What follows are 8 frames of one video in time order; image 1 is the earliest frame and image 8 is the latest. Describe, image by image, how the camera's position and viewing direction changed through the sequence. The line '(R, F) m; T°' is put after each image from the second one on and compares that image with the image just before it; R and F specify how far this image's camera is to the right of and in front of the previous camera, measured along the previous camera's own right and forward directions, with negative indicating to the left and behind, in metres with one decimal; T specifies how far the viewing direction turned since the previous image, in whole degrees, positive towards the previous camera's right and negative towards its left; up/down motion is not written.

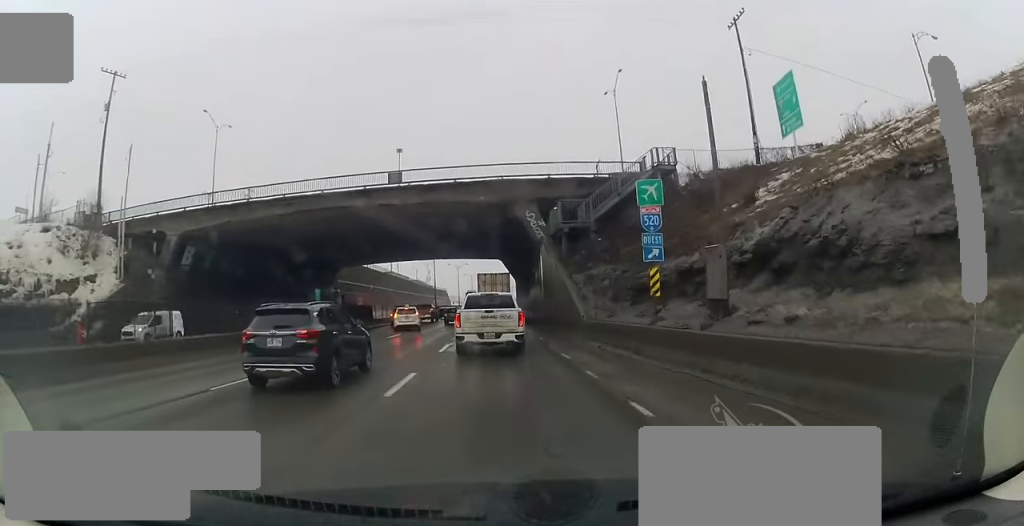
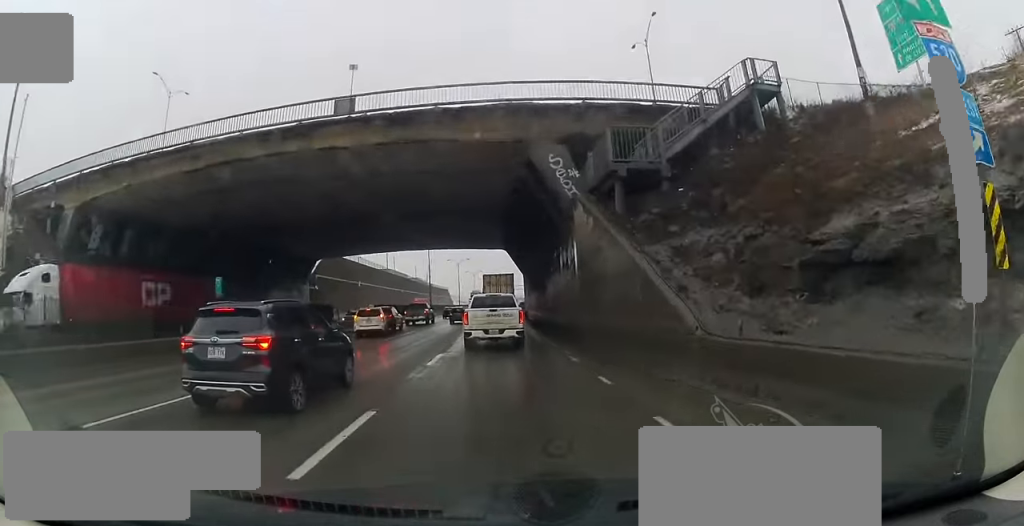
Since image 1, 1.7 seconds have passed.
(+0.2, +12.5) m; -2°
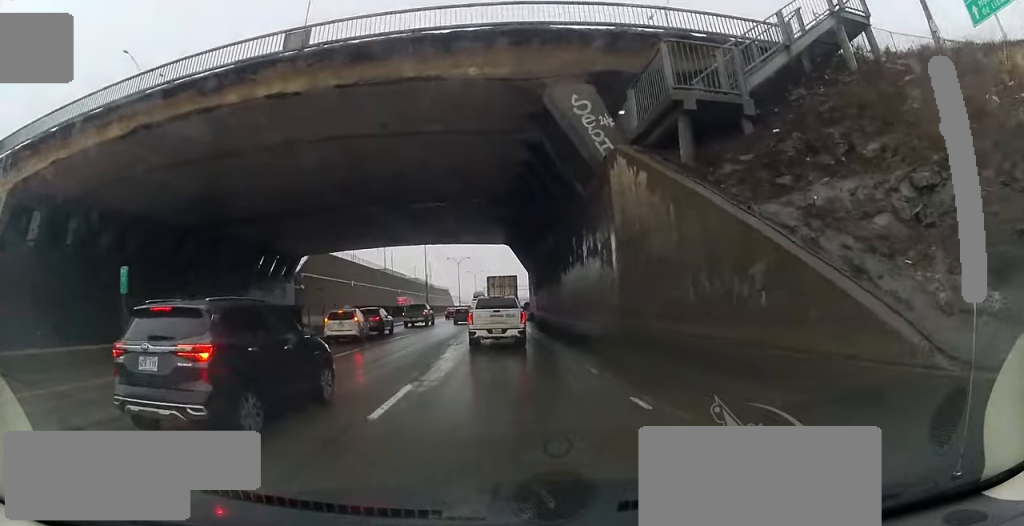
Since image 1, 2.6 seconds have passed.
(-0.2, +6.2) m; -1°
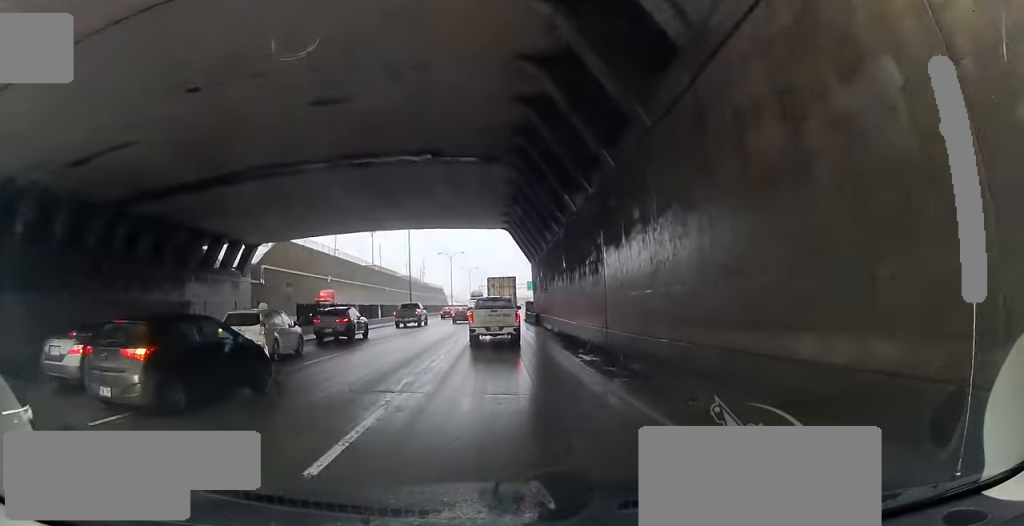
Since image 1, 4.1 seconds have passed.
(+0.2, +11.3) m; +2°
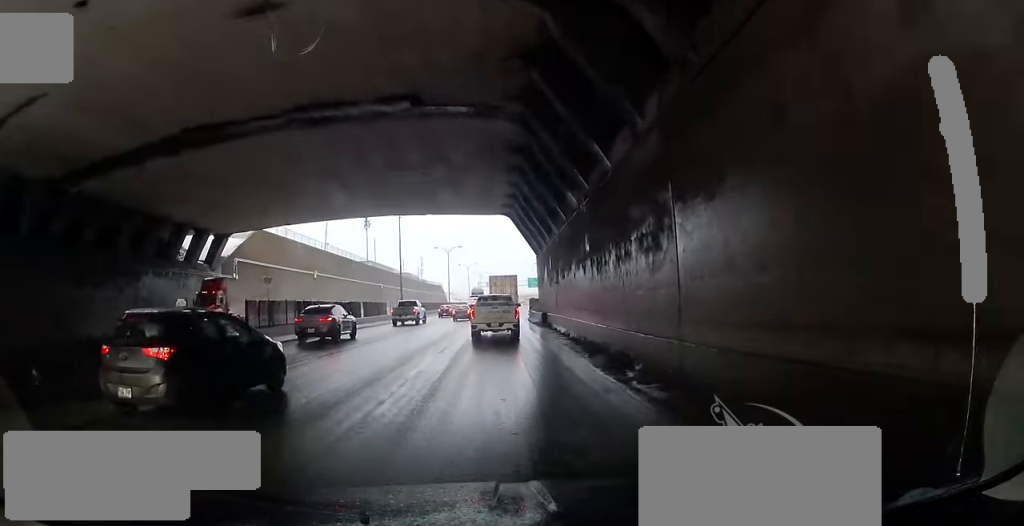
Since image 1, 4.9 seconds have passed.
(0.0, +6.1) m; 0°
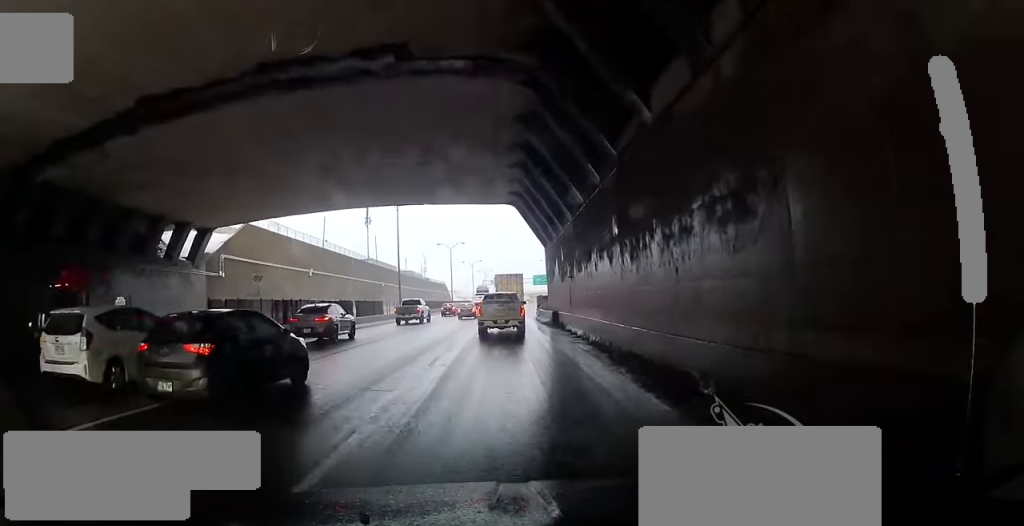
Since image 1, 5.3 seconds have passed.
(0.0, +3.5) m; 0°
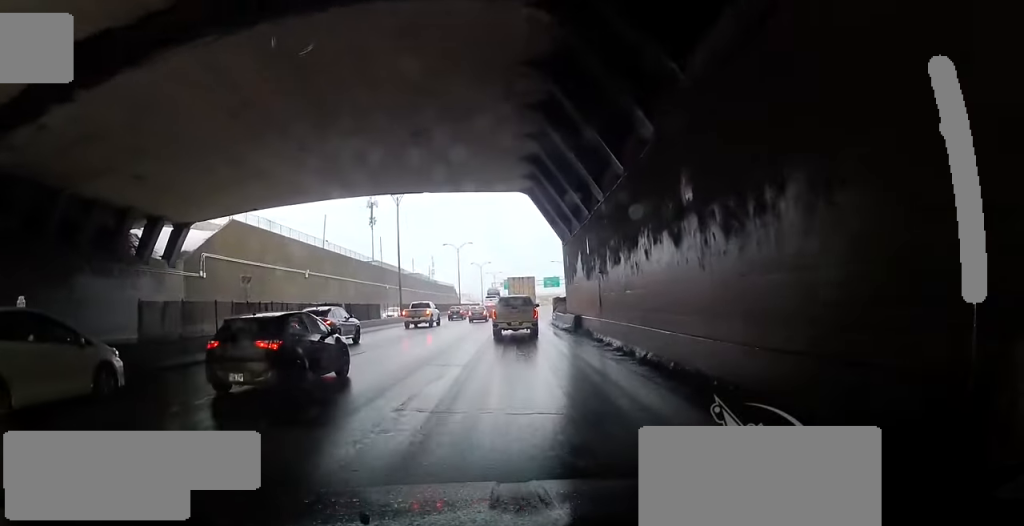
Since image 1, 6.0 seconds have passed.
(0.0, +4.8) m; 0°
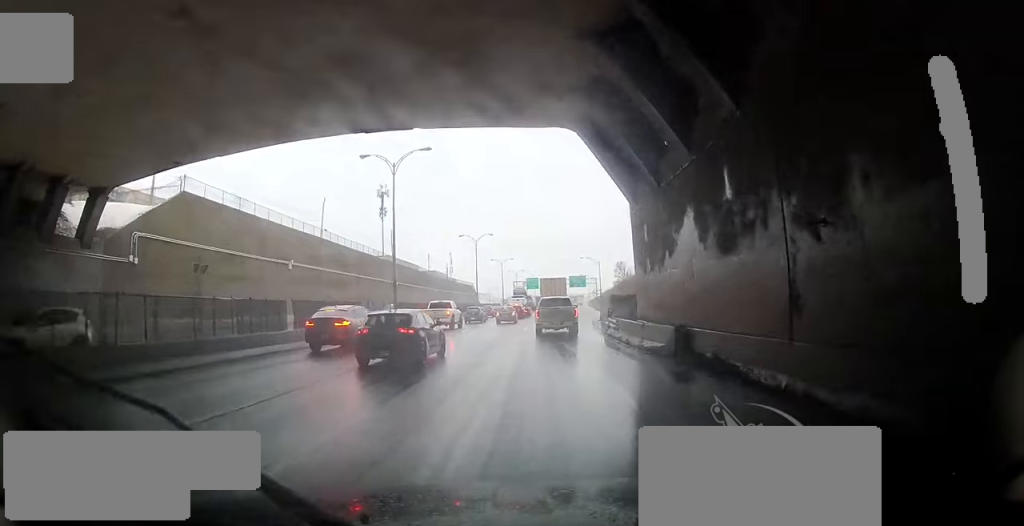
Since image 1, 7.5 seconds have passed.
(0.0, +11.4) m; 0°
